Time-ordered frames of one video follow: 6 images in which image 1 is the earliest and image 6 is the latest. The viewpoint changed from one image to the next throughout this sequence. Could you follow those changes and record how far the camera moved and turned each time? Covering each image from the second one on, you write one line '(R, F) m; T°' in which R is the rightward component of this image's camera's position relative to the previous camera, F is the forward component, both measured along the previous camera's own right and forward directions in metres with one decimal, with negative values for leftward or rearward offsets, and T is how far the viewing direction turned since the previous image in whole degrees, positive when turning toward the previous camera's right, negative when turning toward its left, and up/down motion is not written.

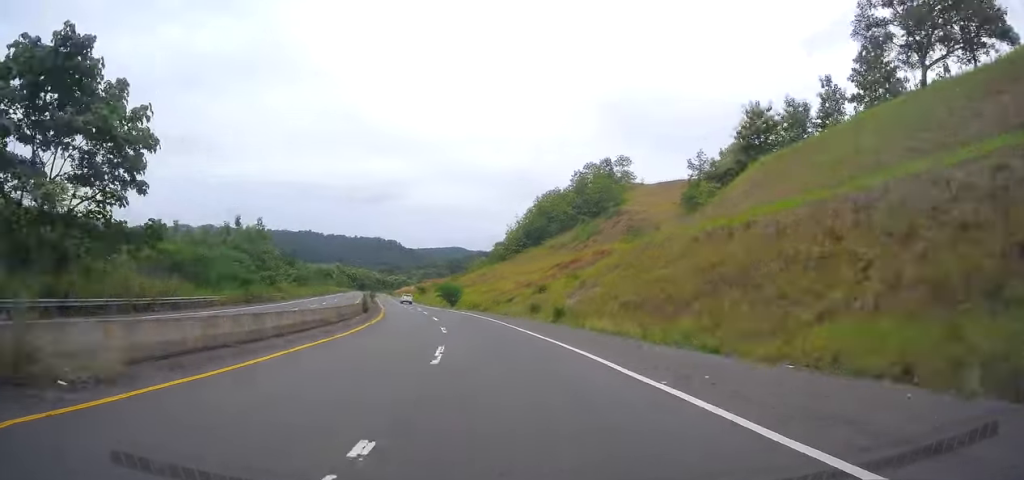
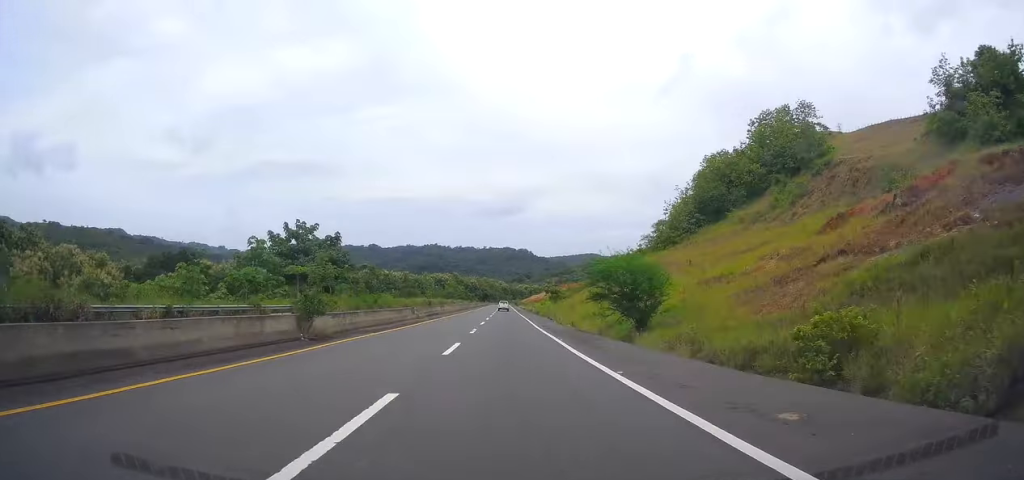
(-15.6, +66.9) m; -19°
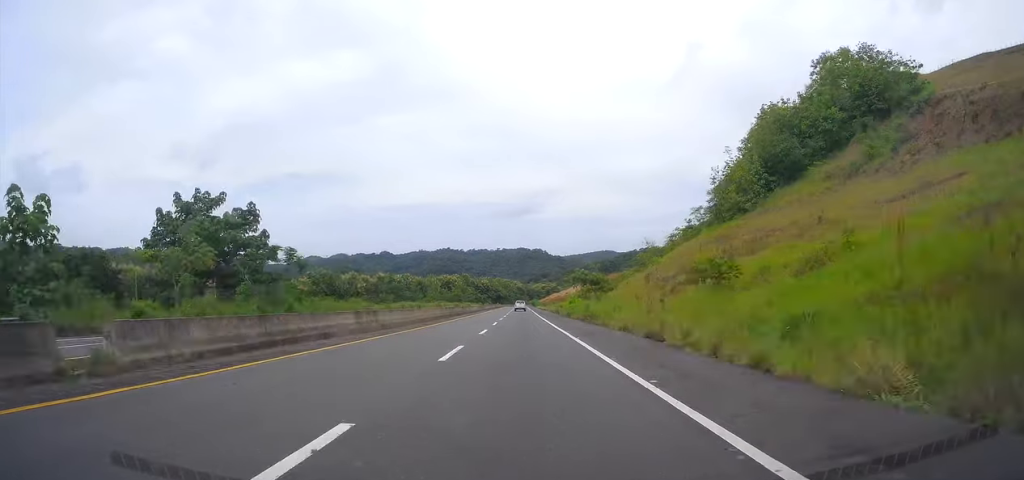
(-2.0, +37.6) m; -4°
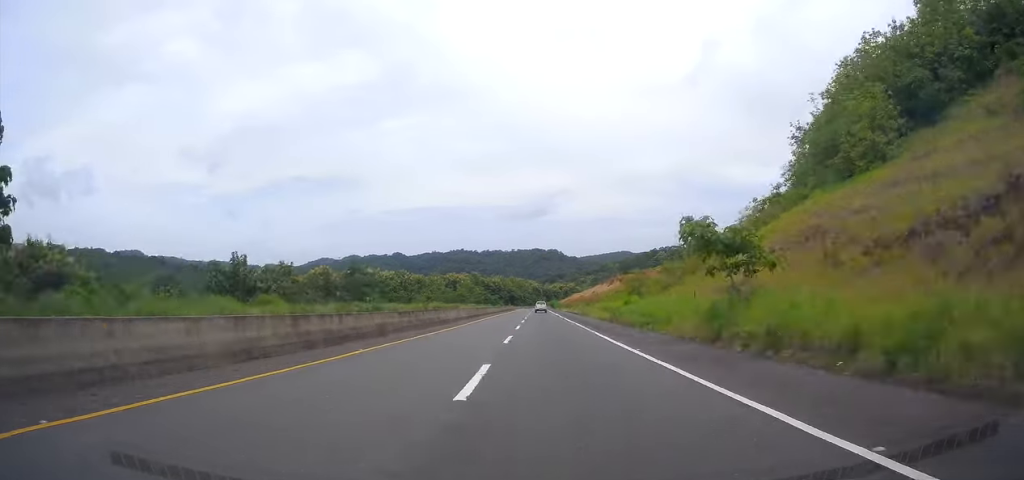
(-0.8, +41.2) m; -1°
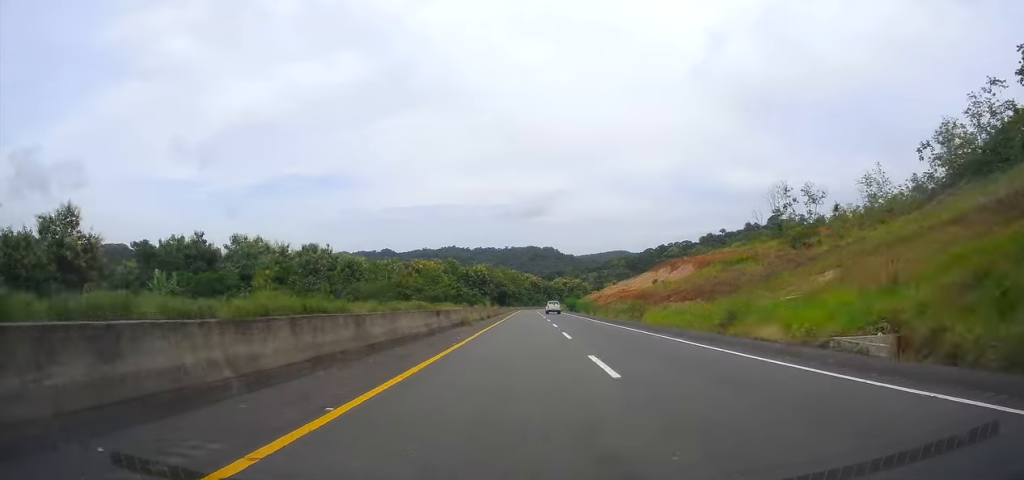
(+0.4, +94.7) m; +1°
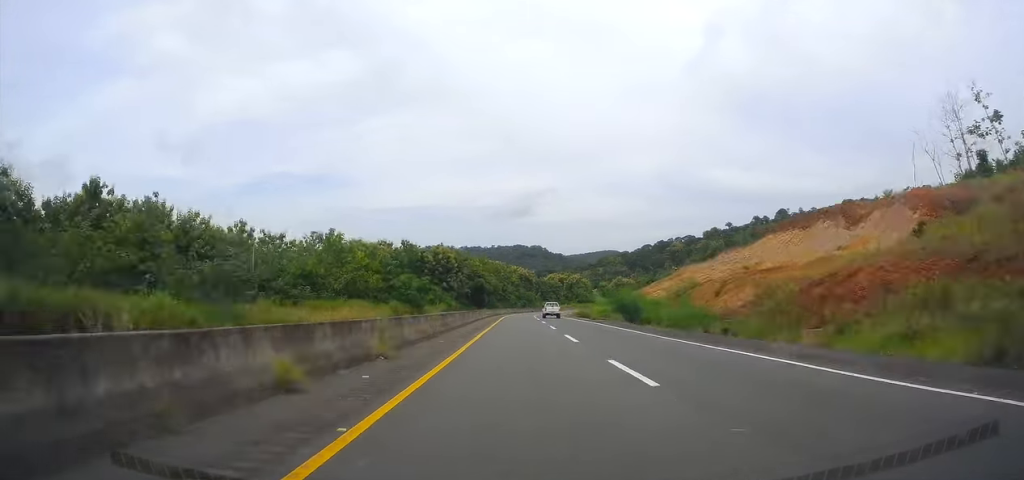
(+1.1, +73.0) m; +1°
